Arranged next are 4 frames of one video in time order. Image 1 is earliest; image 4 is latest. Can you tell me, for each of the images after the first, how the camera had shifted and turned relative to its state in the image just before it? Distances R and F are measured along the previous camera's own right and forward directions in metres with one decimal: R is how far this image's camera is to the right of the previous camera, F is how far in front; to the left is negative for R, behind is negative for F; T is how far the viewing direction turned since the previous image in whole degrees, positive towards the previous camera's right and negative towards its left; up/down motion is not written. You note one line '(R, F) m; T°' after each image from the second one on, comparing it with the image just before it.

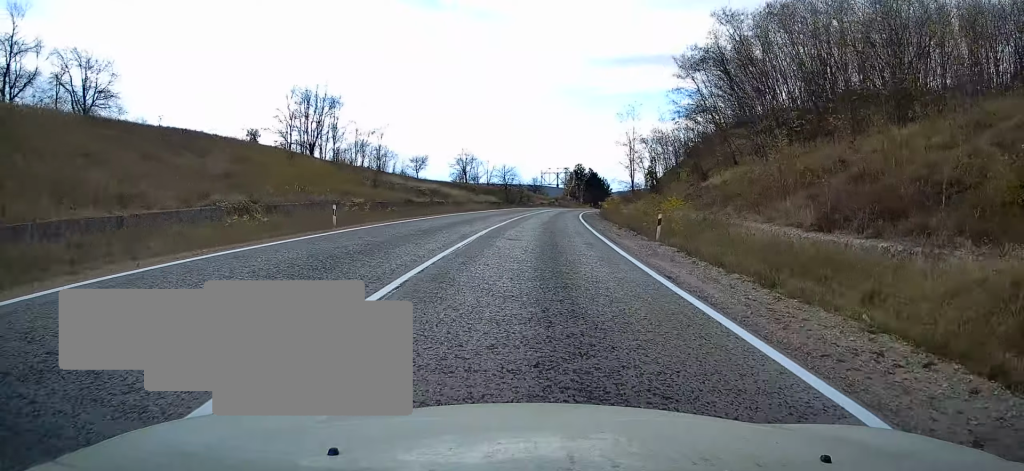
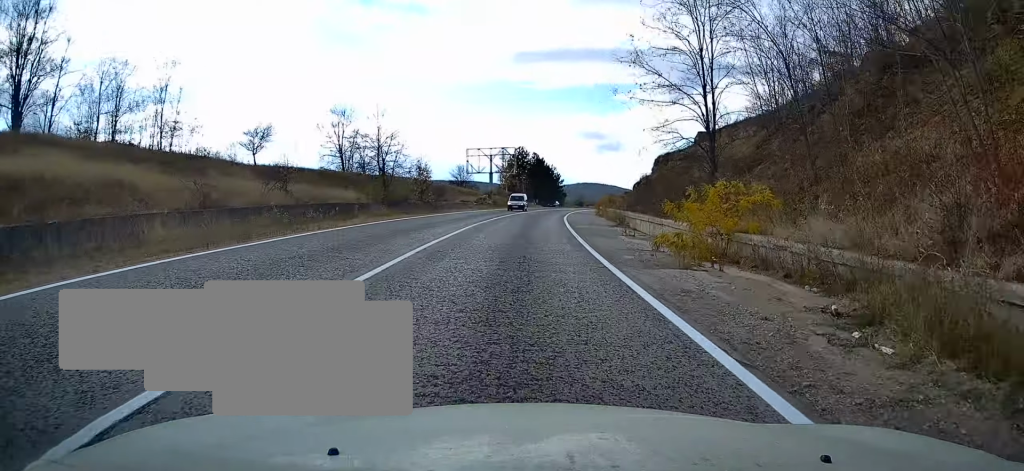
(+2.4, +51.7) m; +6°
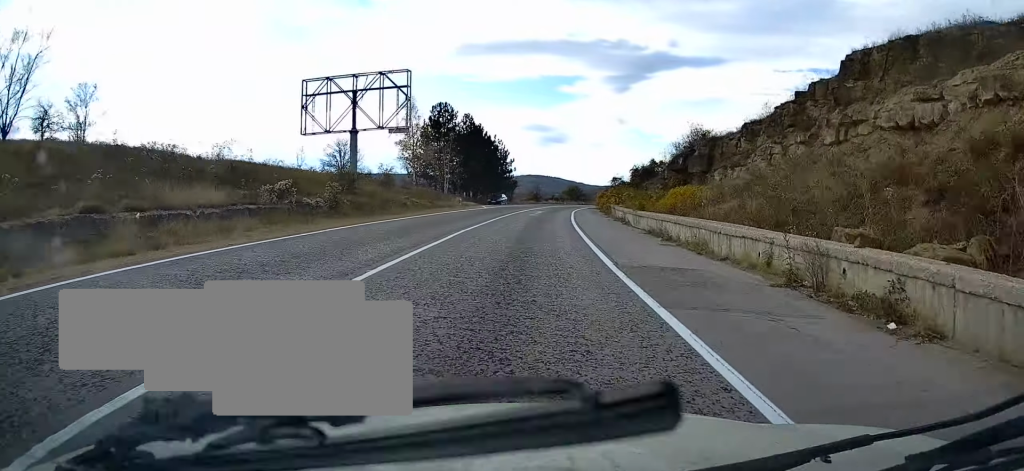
(+2.9, +60.6) m; +5°
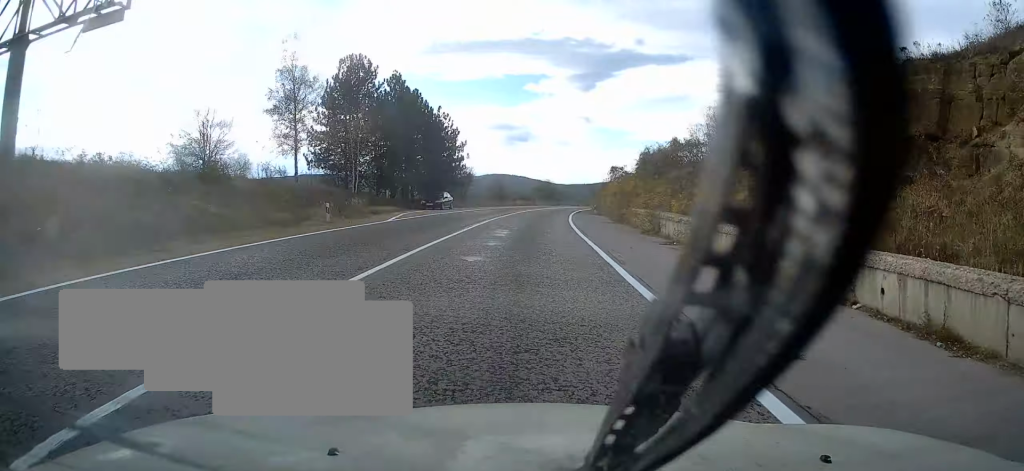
(+0.9, +30.7) m; +3°
